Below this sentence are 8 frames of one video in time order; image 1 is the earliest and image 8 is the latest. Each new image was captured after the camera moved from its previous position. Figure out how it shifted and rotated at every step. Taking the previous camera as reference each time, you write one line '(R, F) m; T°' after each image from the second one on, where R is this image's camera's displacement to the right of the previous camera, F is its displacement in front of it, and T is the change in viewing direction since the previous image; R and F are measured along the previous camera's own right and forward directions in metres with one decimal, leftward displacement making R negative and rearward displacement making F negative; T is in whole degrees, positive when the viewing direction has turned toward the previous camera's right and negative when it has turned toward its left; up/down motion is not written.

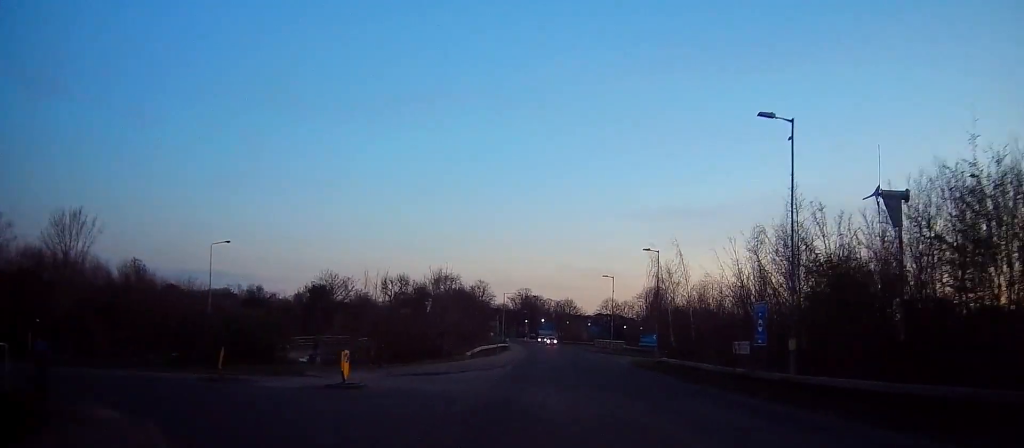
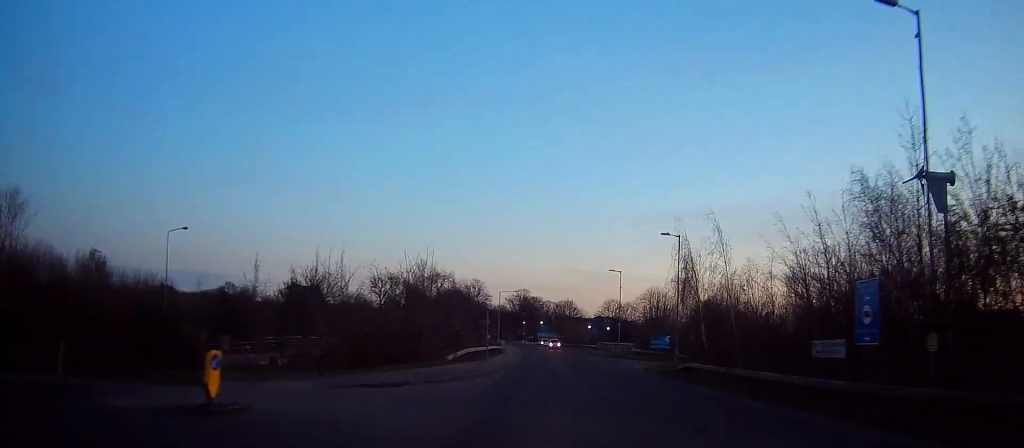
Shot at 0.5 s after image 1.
(0.0, +7.8) m; +1°
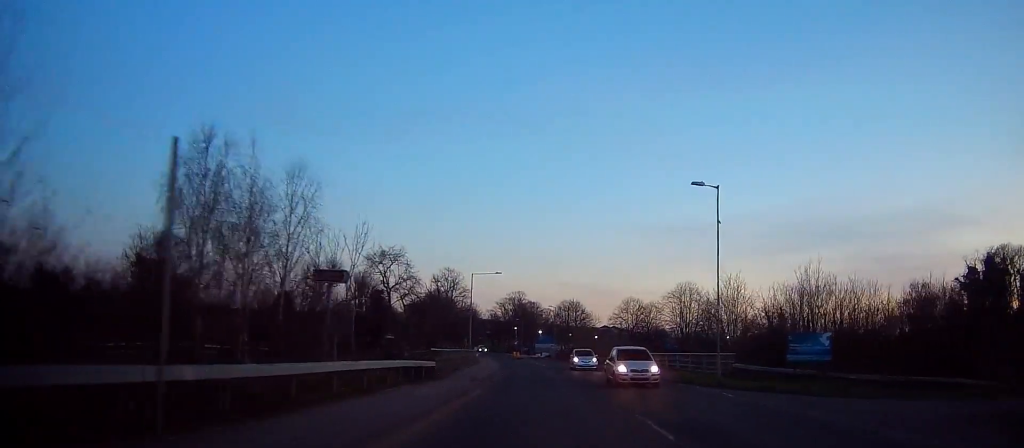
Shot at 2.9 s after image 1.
(+0.2, +36.0) m; -1°
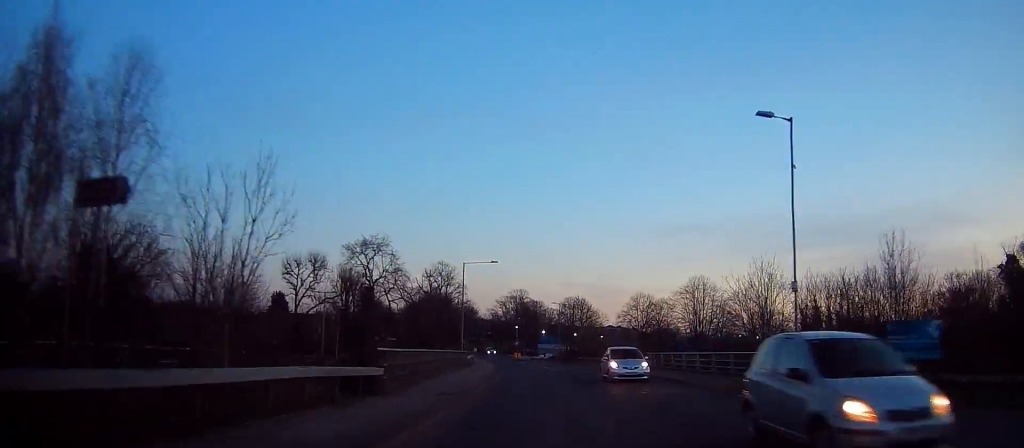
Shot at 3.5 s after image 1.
(+0.1, +8.3) m; -1°
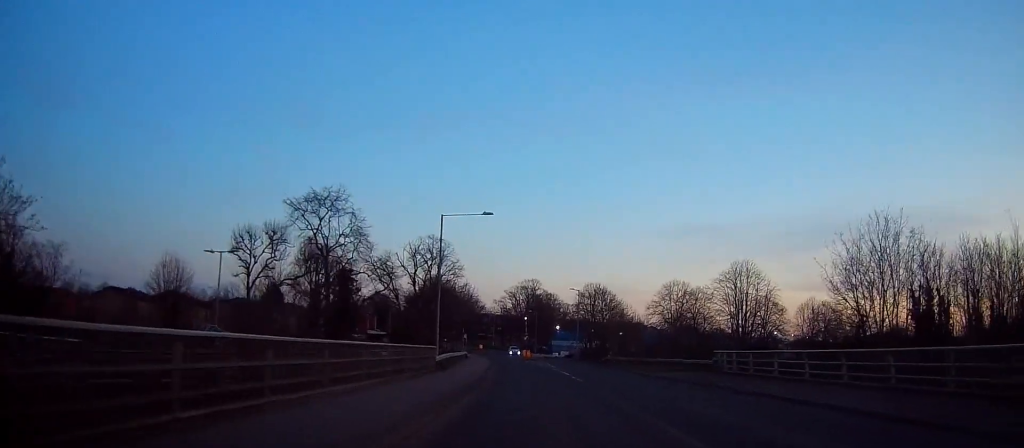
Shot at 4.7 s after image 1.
(-0.4, +17.5) m; -1°
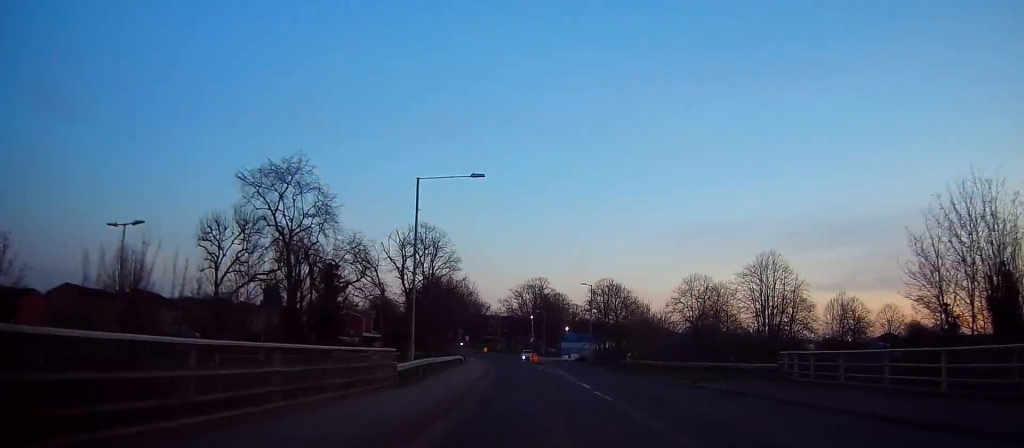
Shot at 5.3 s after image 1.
(0.0, +8.4) m; 0°
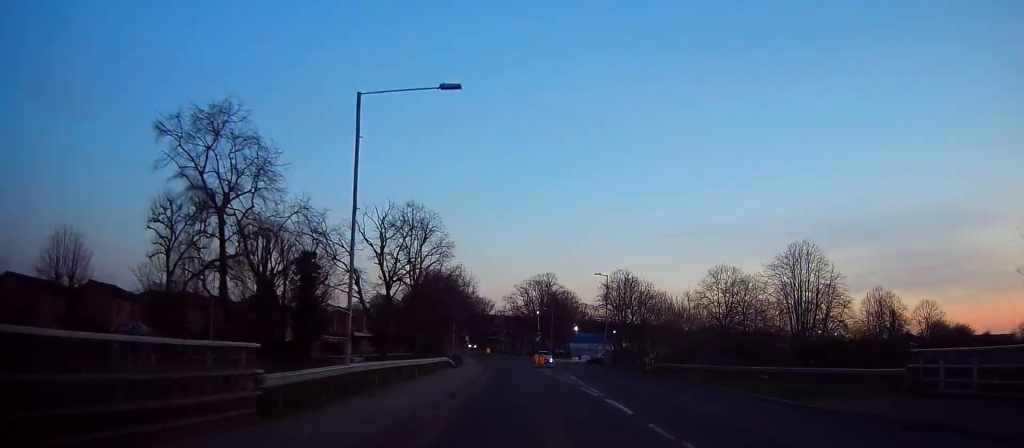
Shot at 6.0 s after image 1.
(0.0, +9.6) m; -1°
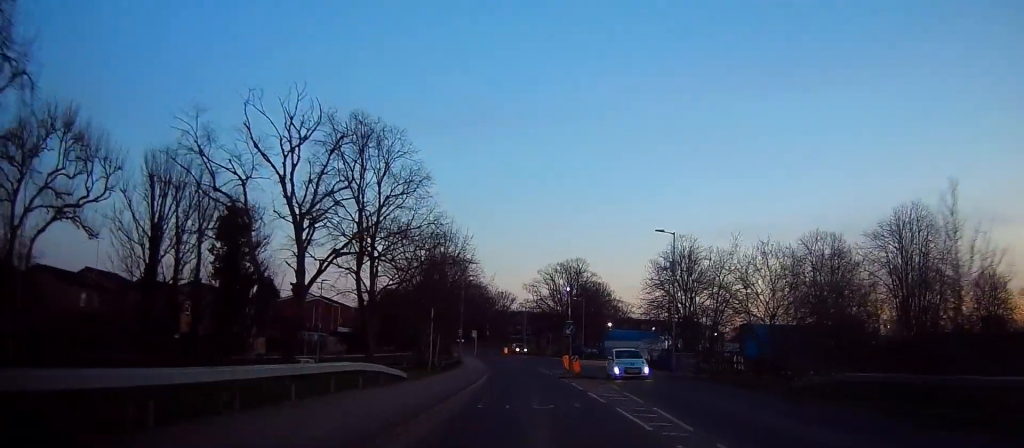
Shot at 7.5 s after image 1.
(-0.5, +21.0) m; -3°
